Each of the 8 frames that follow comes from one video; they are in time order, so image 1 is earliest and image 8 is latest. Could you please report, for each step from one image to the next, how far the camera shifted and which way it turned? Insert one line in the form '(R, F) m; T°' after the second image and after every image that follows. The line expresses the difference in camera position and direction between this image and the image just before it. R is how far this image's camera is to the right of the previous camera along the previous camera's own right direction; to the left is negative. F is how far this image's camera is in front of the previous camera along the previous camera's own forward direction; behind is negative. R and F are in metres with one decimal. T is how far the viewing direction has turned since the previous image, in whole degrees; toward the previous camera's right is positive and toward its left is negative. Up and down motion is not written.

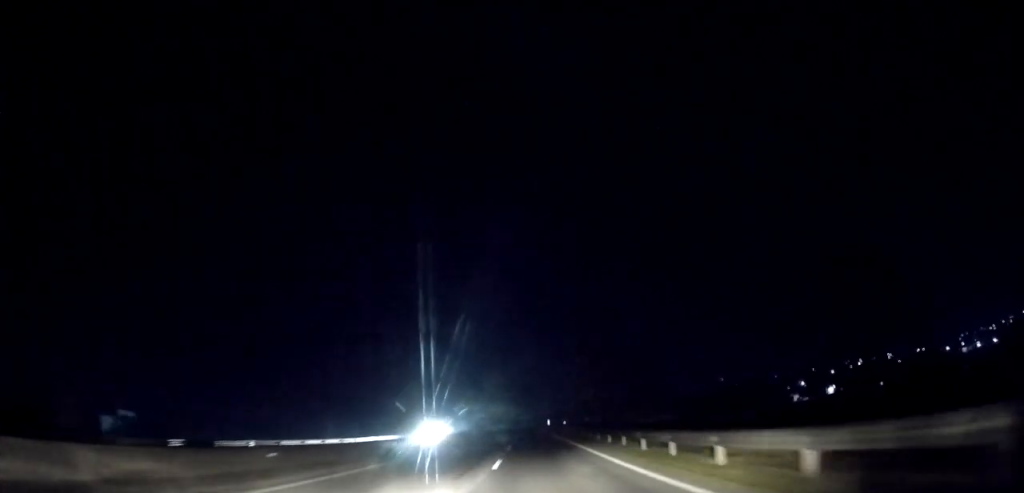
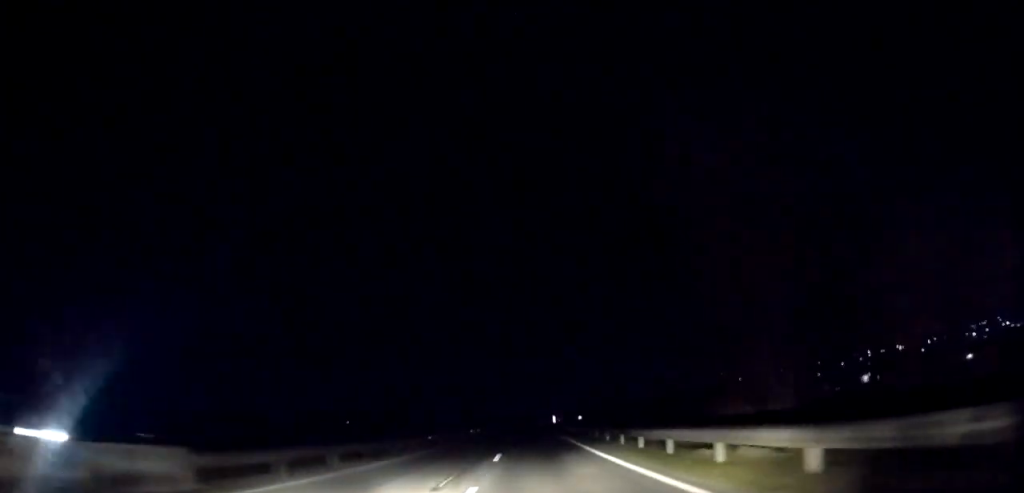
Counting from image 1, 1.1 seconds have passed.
(-0.5, +32.8) m; 0°
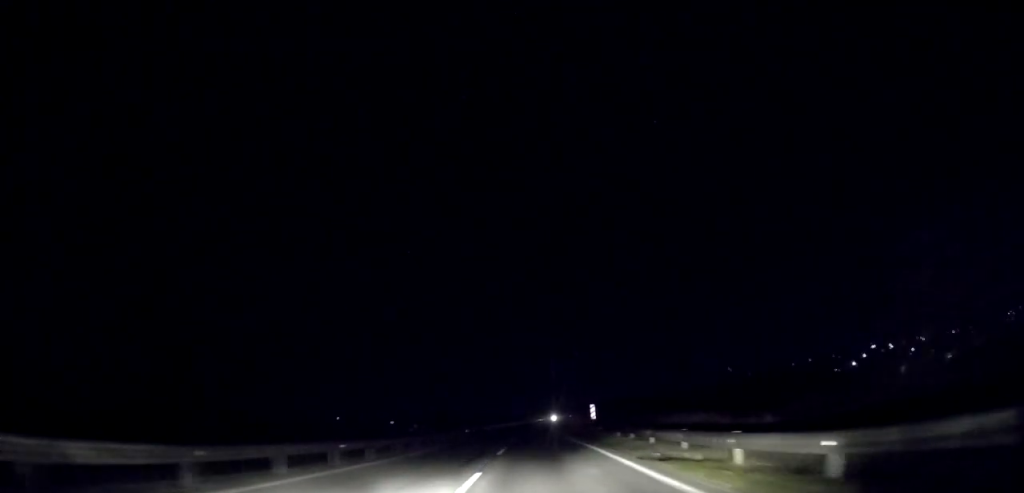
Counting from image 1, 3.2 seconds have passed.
(-0.4, +57.3) m; -1°
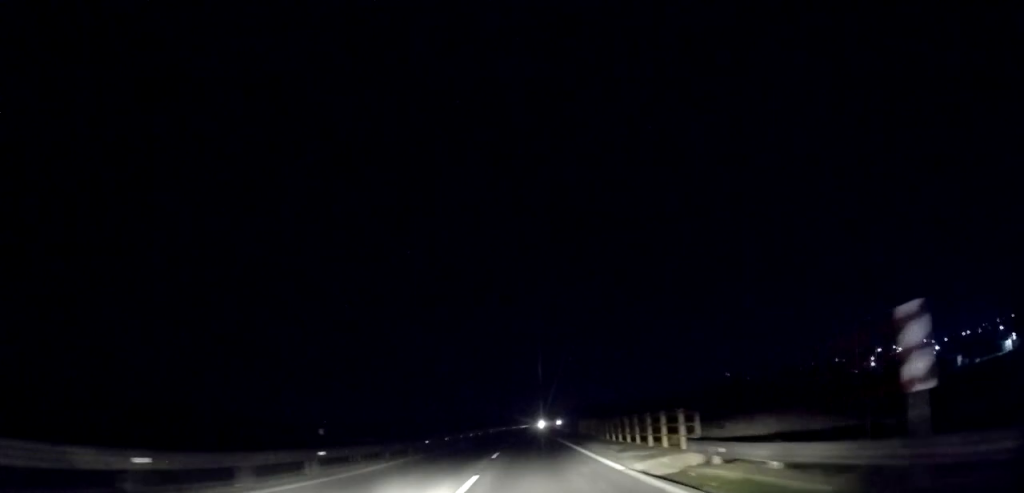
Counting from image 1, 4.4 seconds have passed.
(+0.5, +33.8) m; +1°
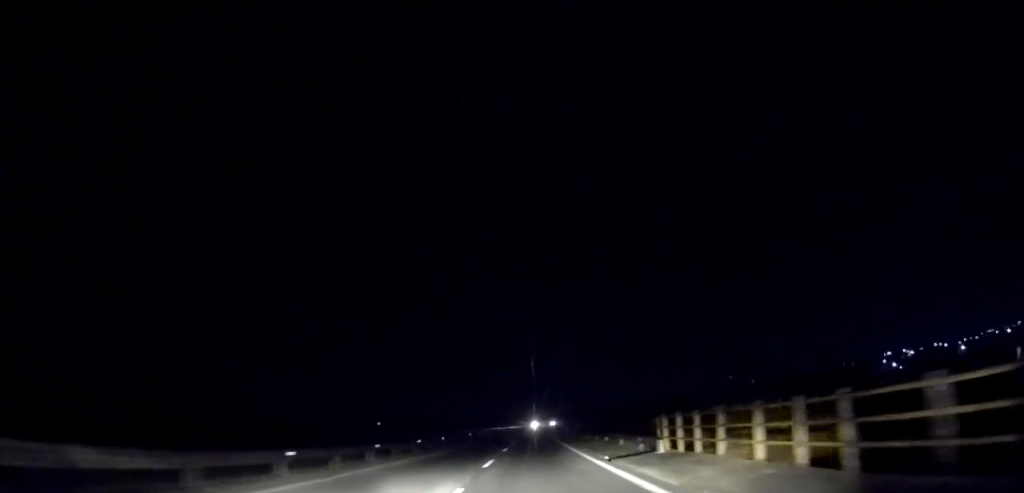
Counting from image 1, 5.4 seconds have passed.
(+0.2, +26.3) m; 0°
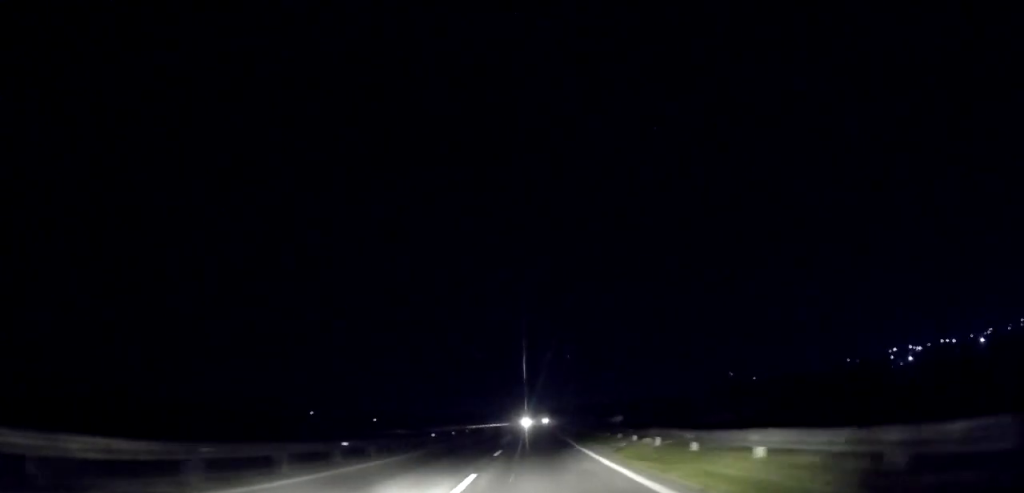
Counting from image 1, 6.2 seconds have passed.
(-0.2, +19.6) m; 0°
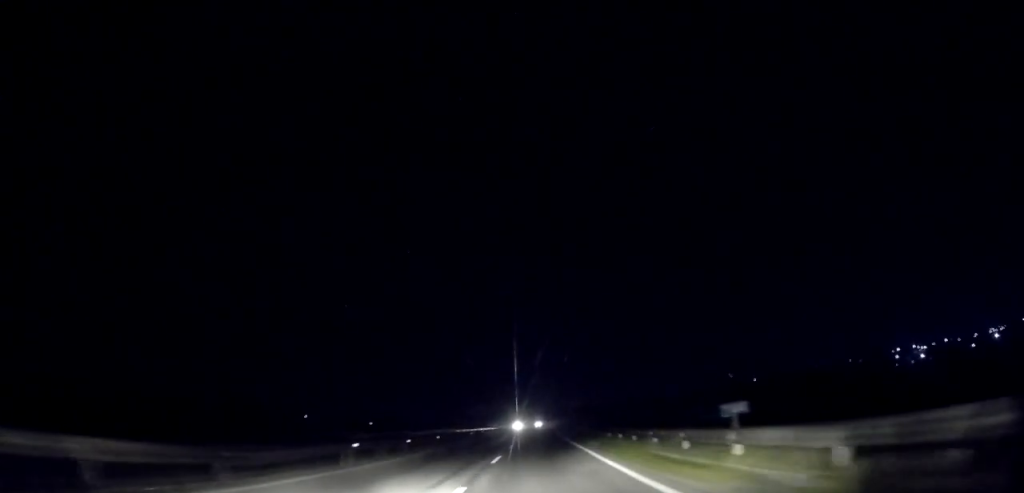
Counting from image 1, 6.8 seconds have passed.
(-0.1, +14.4) m; +1°
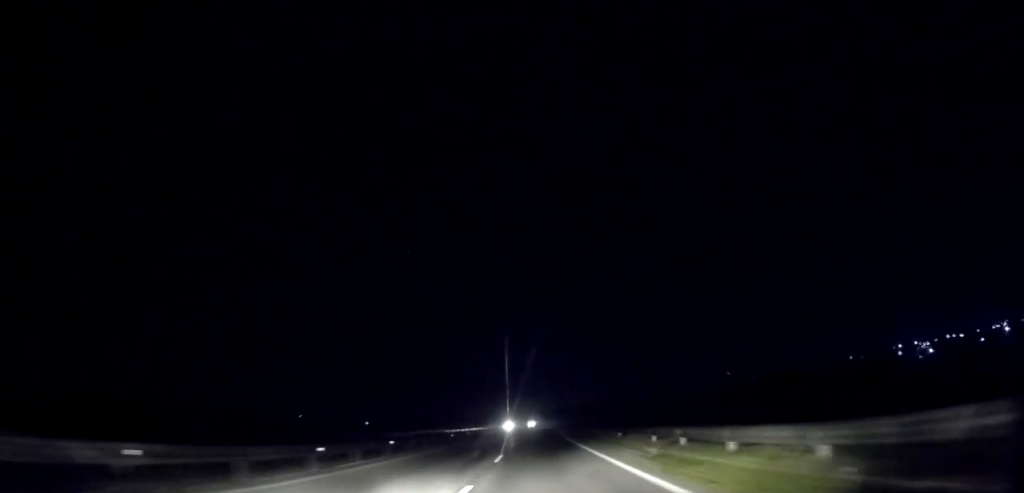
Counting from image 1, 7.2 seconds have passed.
(0.0, +10.9) m; +1°
